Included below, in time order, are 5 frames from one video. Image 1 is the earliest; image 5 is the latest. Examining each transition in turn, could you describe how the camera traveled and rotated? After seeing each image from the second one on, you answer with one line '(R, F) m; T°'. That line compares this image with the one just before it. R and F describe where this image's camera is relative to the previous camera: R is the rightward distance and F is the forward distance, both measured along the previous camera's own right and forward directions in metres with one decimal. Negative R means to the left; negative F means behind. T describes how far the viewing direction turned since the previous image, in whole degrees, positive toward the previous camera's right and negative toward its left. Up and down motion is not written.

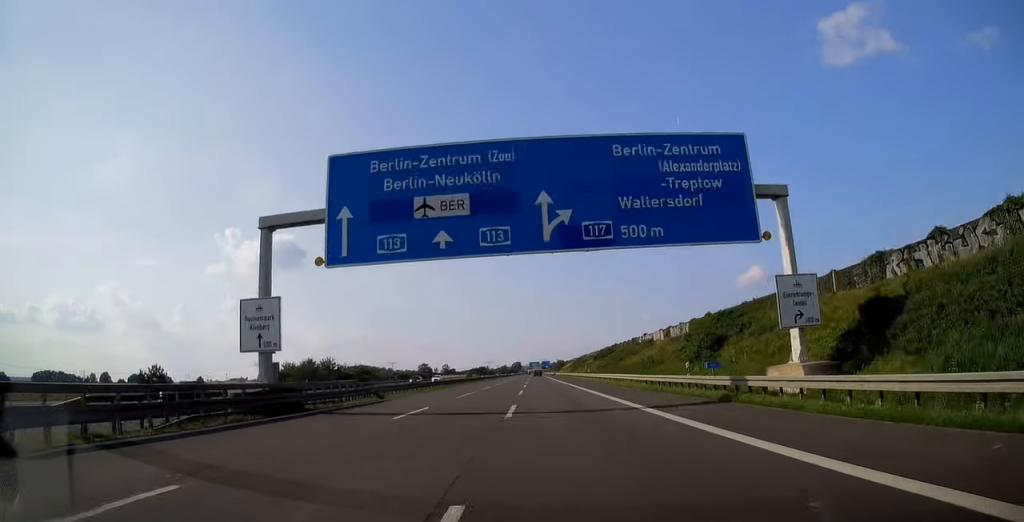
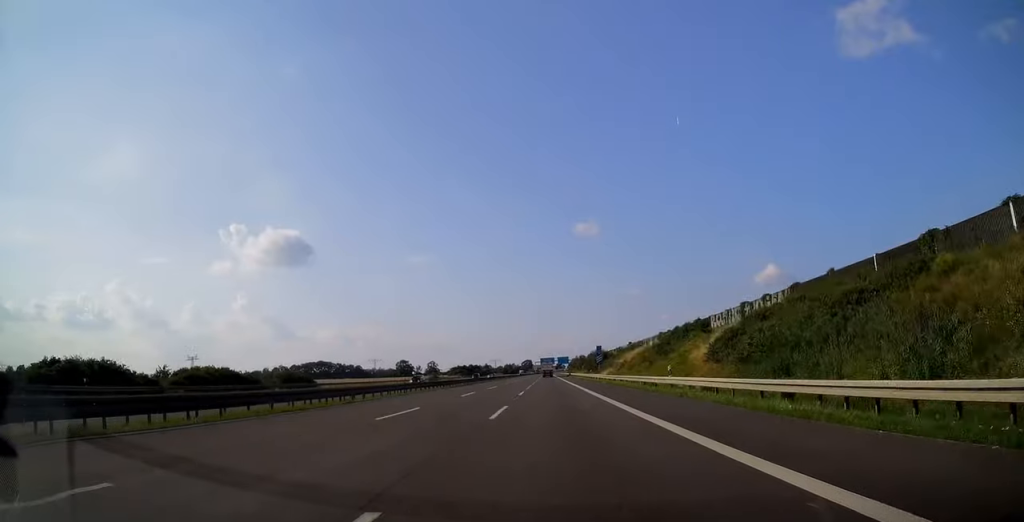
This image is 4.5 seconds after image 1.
(-1.5, +144.7) m; -1°
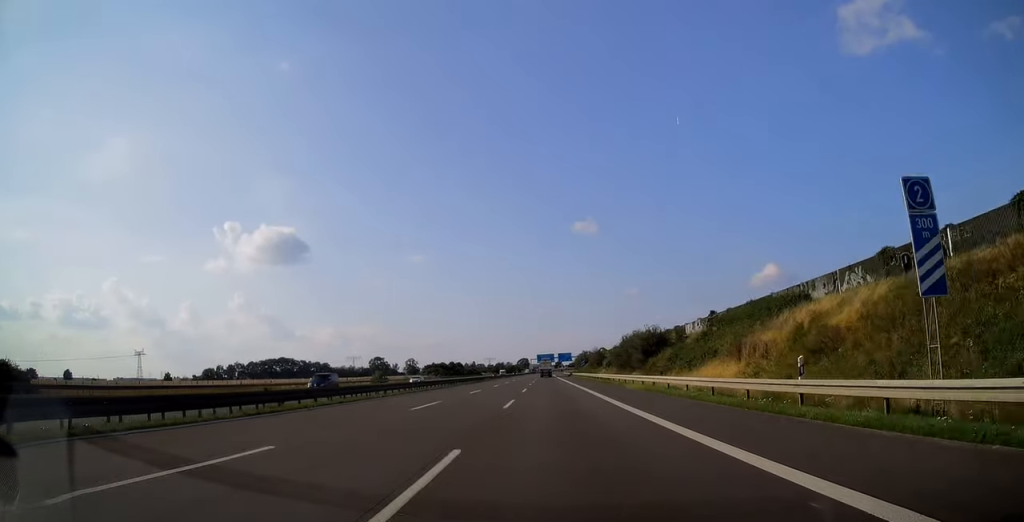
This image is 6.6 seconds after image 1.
(0.0, +67.2) m; 0°
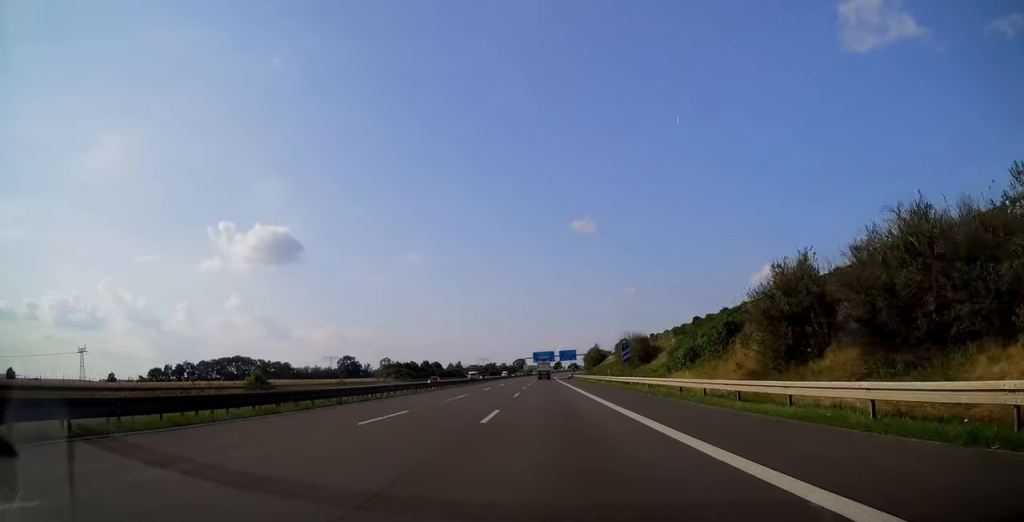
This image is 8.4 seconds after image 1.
(+0.2, +60.0) m; 0°
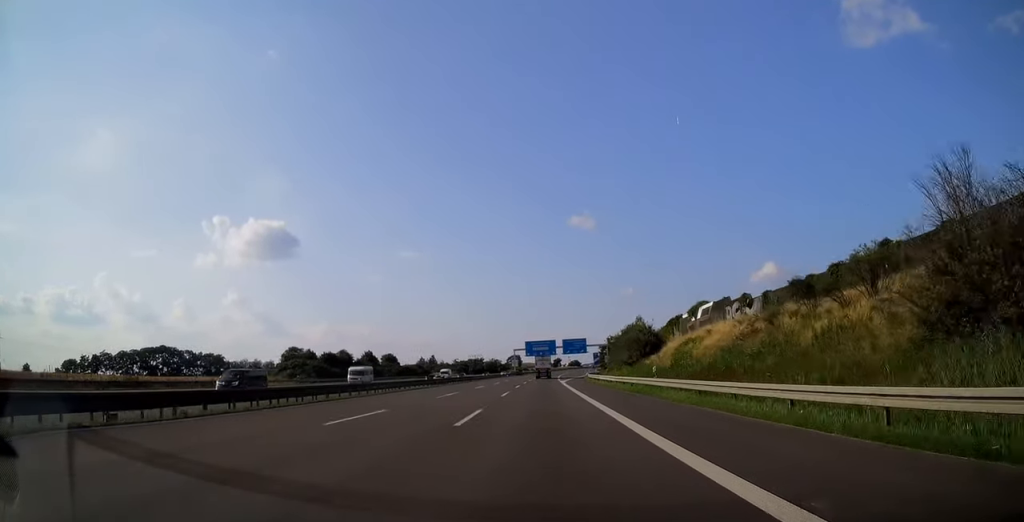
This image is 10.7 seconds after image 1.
(-0.1, +73.2) m; 0°
